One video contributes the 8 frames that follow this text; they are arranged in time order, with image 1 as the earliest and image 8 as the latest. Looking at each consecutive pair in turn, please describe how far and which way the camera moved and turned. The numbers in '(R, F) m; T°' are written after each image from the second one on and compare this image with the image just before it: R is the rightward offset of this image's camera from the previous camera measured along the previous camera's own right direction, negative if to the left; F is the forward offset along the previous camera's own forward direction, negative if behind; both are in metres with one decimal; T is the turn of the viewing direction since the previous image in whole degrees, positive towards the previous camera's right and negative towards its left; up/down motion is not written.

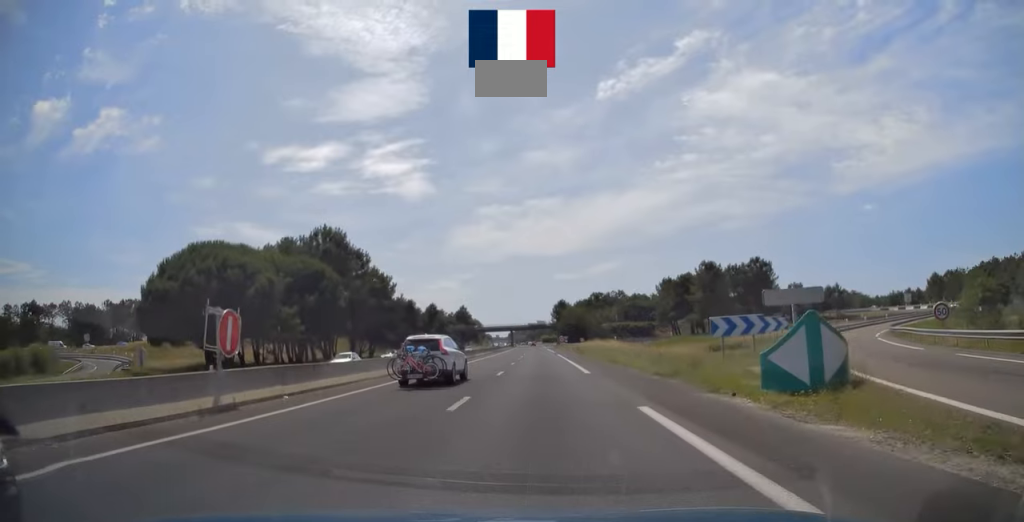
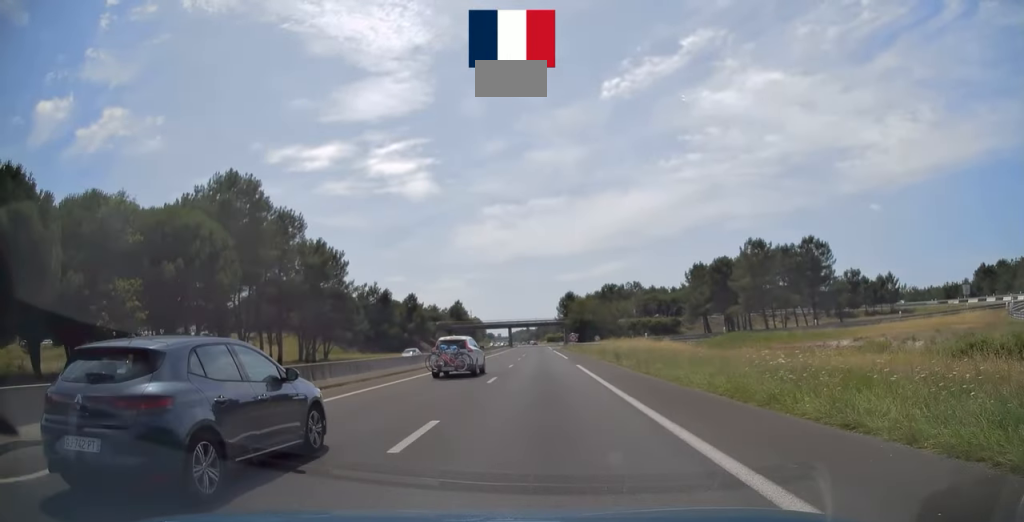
(+0.1, +30.6) m; 0°
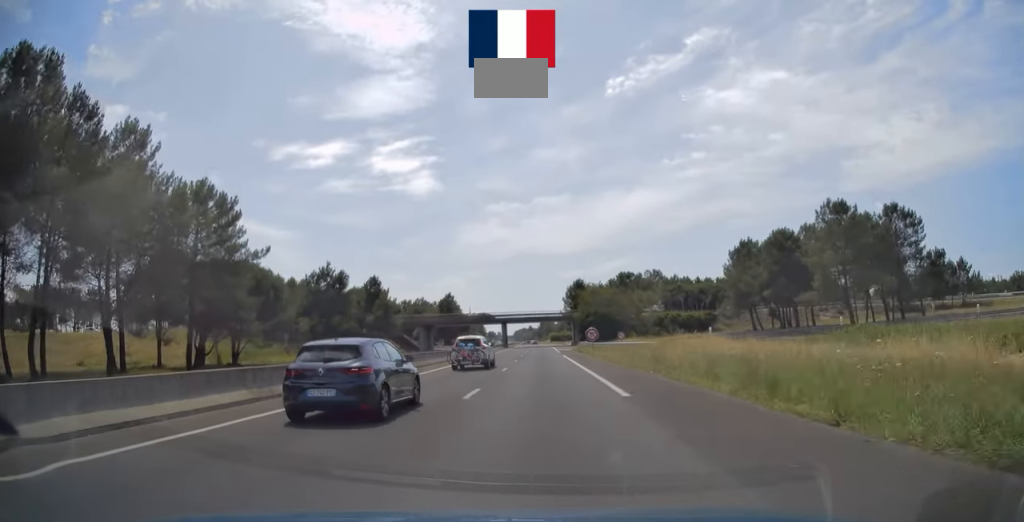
(0.0, +32.2) m; -1°
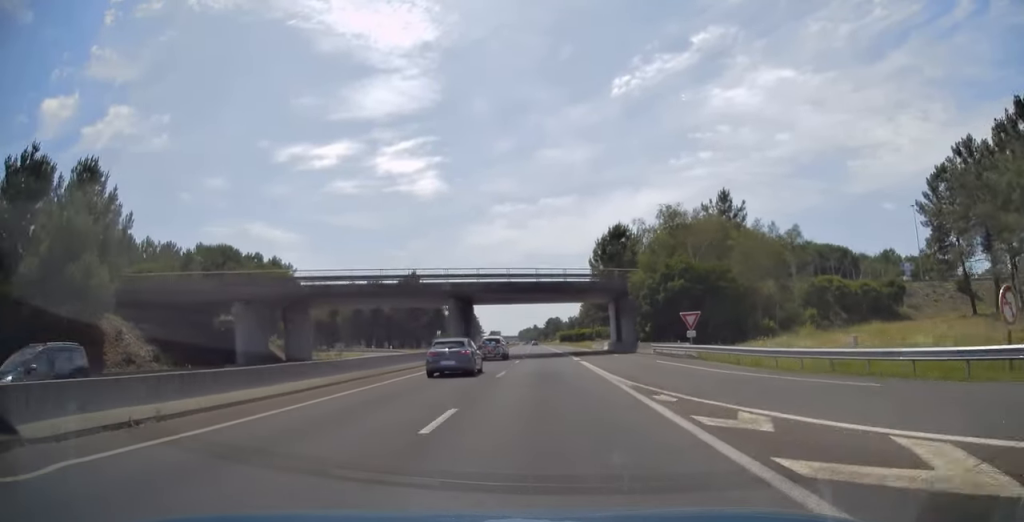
(-0.8, +70.4) m; -1°
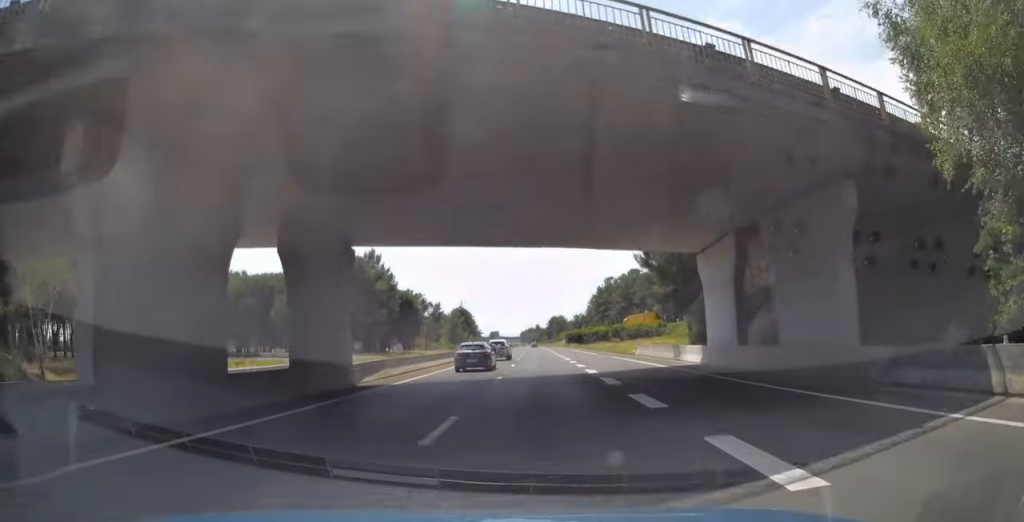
(-0.2, +39.7) m; 0°
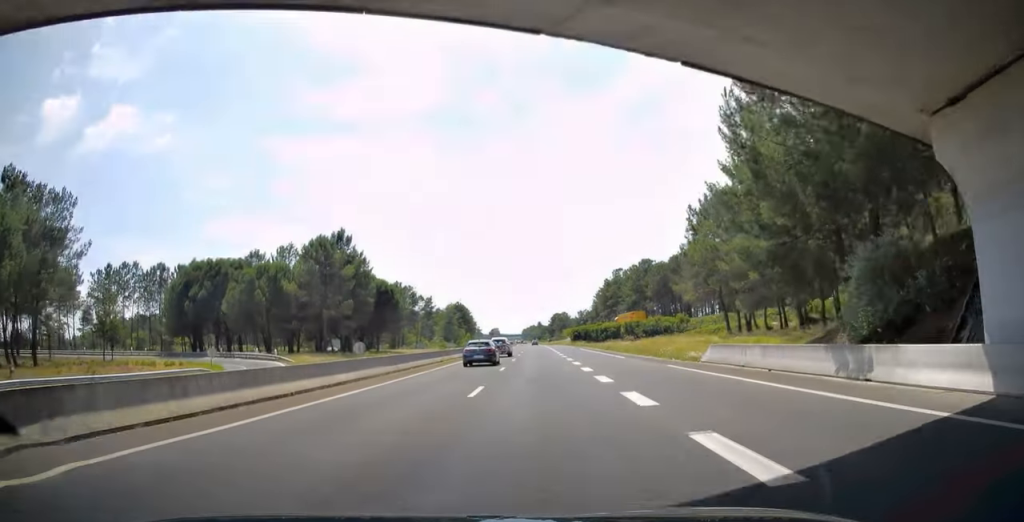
(0.0, +19.3) m; 0°
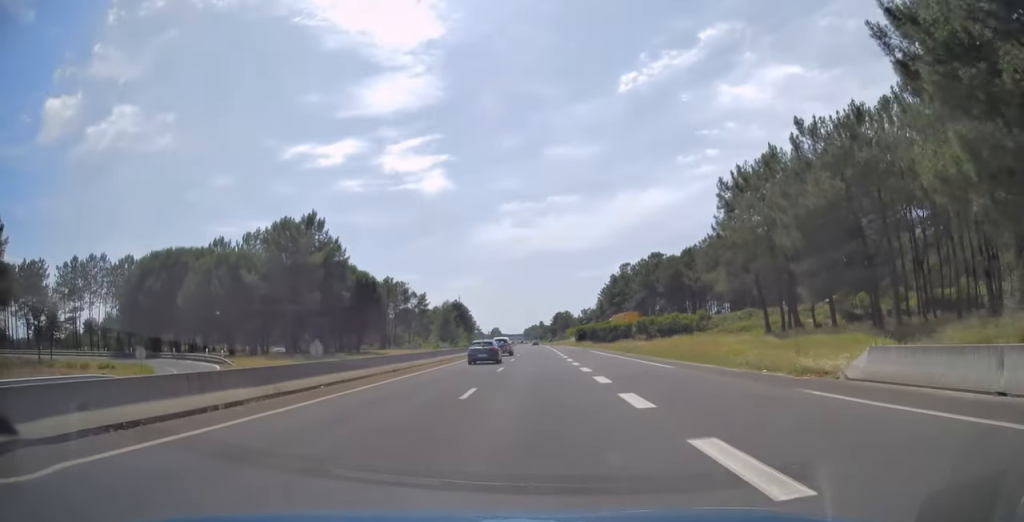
(0.0, +13.4) m; 0°
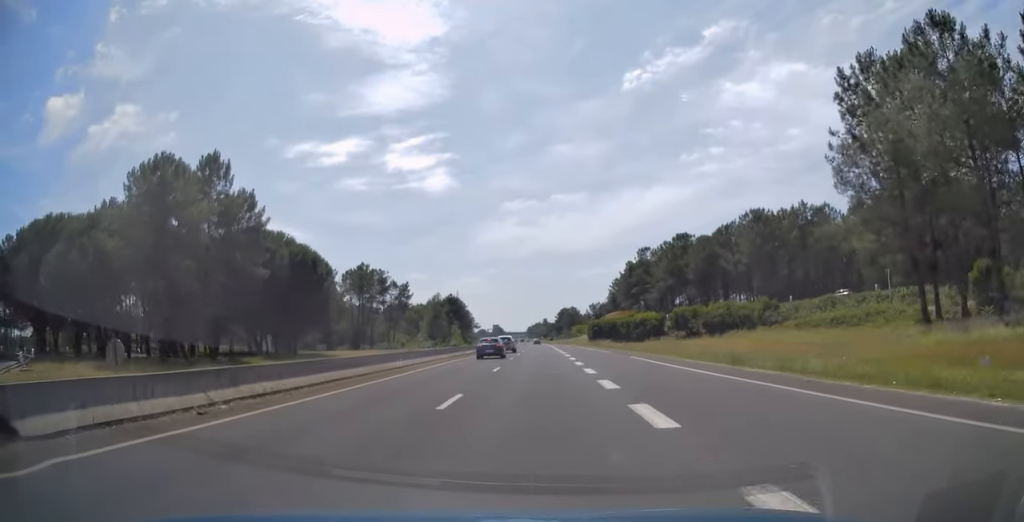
(0.0, +28.4) m; 0°
